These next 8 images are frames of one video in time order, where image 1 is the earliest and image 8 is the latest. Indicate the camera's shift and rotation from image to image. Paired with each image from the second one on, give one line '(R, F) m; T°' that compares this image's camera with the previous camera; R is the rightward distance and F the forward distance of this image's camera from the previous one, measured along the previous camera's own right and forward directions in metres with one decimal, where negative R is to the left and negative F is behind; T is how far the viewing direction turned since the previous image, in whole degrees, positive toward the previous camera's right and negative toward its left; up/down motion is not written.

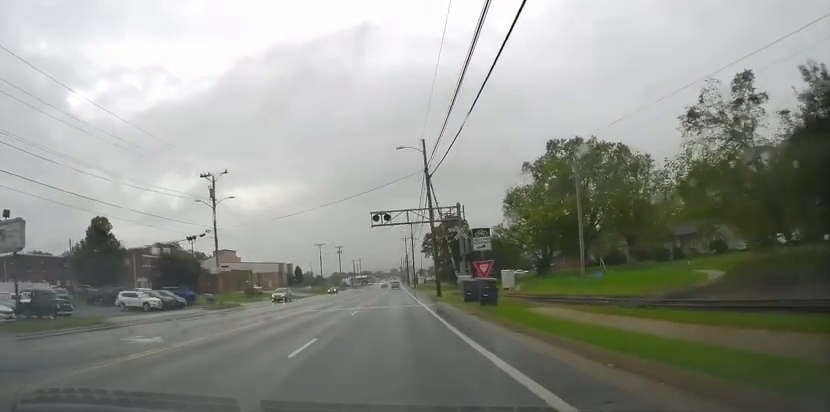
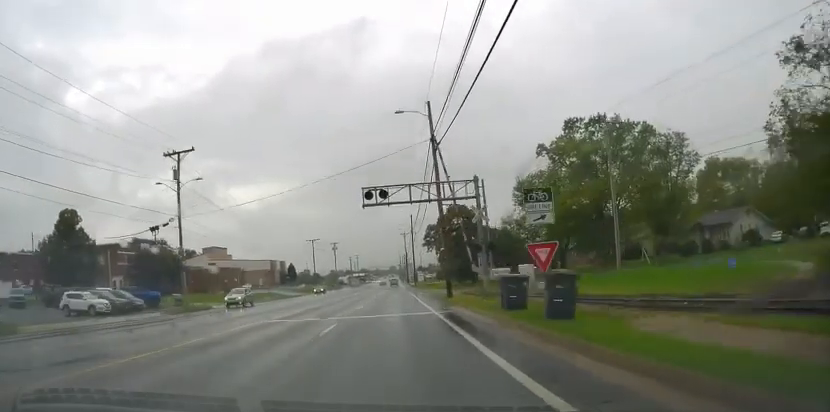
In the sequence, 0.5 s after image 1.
(+0.1, +8.6) m; +1°
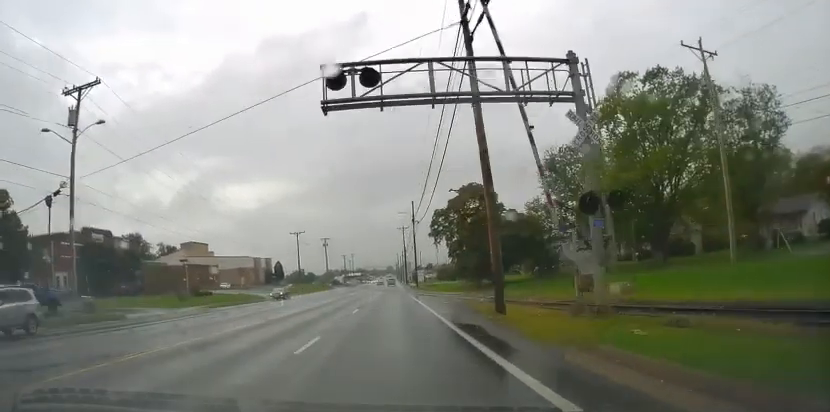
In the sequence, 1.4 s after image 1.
(0.0, +15.7) m; 0°
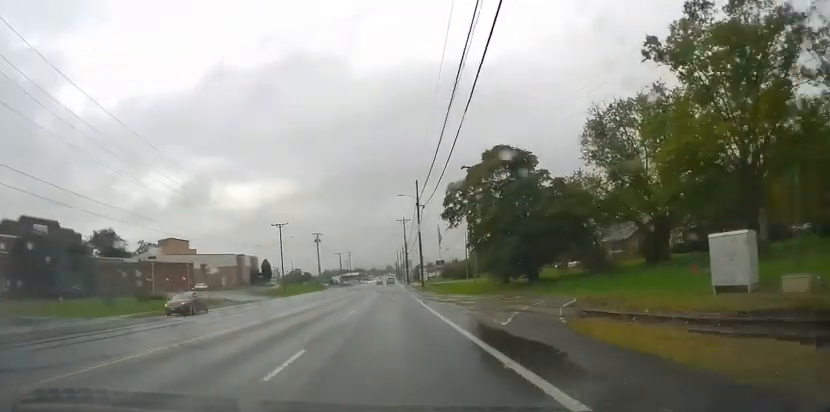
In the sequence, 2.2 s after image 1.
(0.0, +14.9) m; +2°
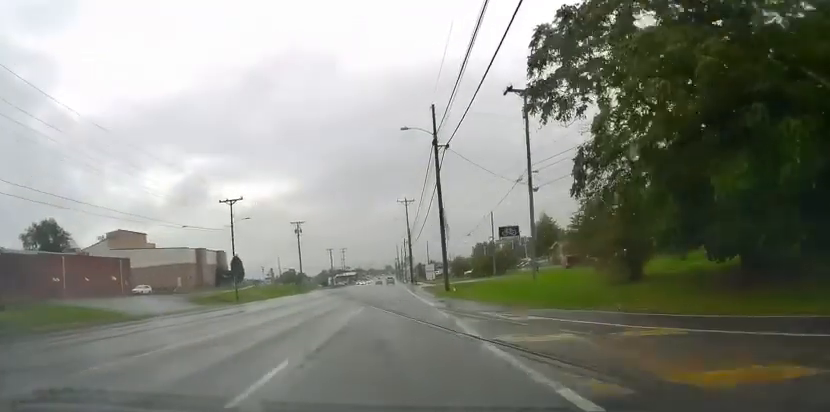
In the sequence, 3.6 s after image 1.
(+0.8, +25.6) m; +1°
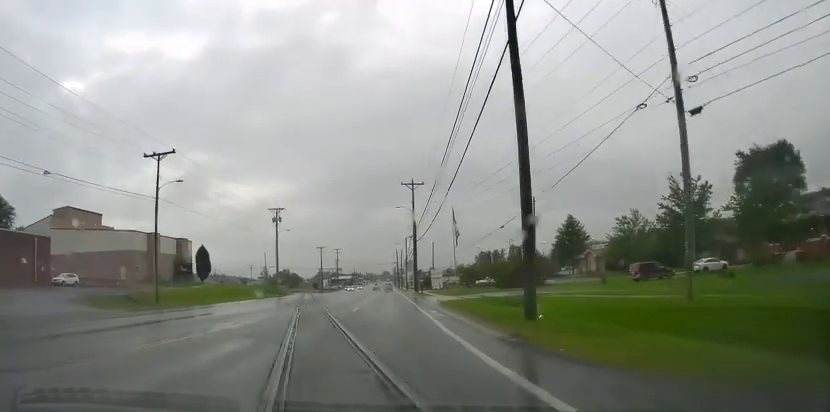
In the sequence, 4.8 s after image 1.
(-0.3, +20.8) m; -1°
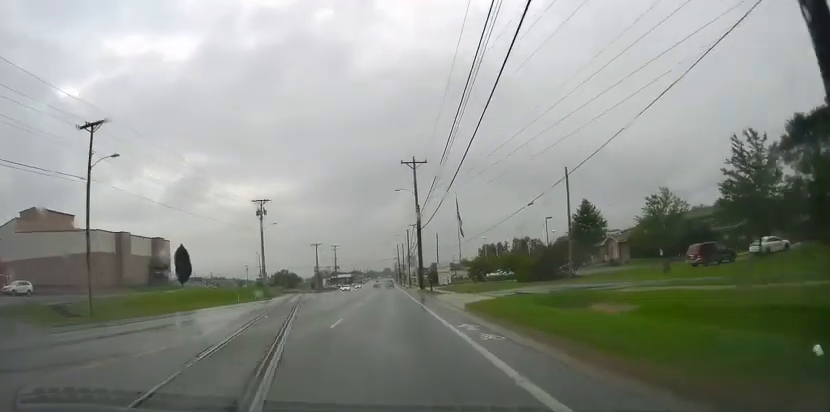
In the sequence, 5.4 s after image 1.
(+0.1, +10.0) m; -1°
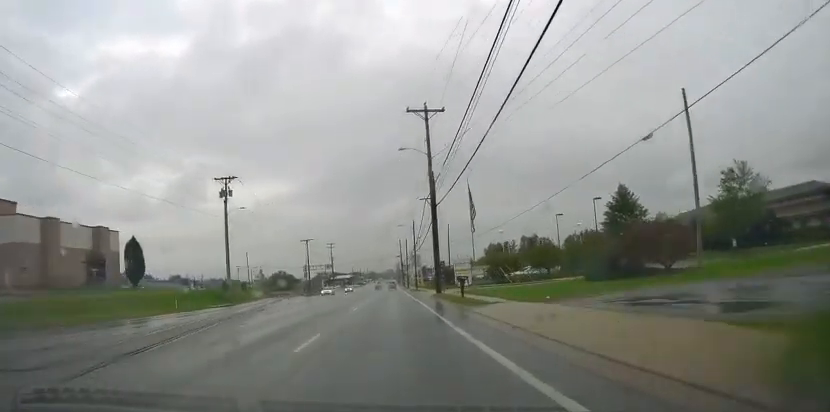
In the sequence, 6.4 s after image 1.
(-0.3, +17.6) m; +2°
